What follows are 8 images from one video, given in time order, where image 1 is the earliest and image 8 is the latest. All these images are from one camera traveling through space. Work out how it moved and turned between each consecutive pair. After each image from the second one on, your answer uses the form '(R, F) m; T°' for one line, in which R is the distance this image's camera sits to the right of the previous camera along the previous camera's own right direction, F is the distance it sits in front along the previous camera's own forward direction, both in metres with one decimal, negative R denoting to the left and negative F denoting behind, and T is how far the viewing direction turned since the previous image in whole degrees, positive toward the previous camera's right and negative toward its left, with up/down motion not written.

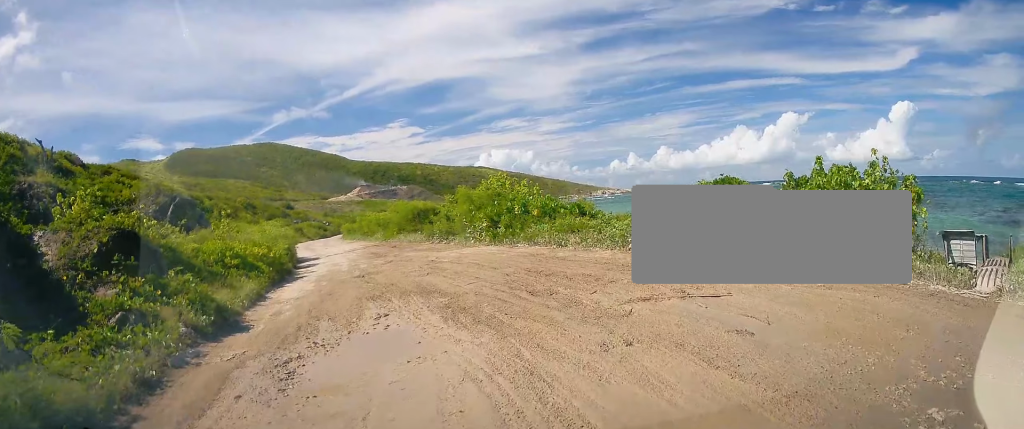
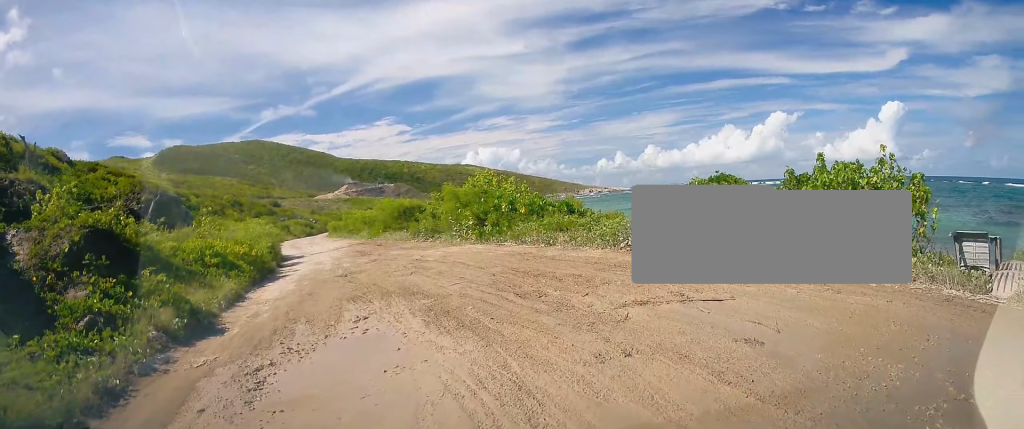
(+0.2, +0.5) m; 0°
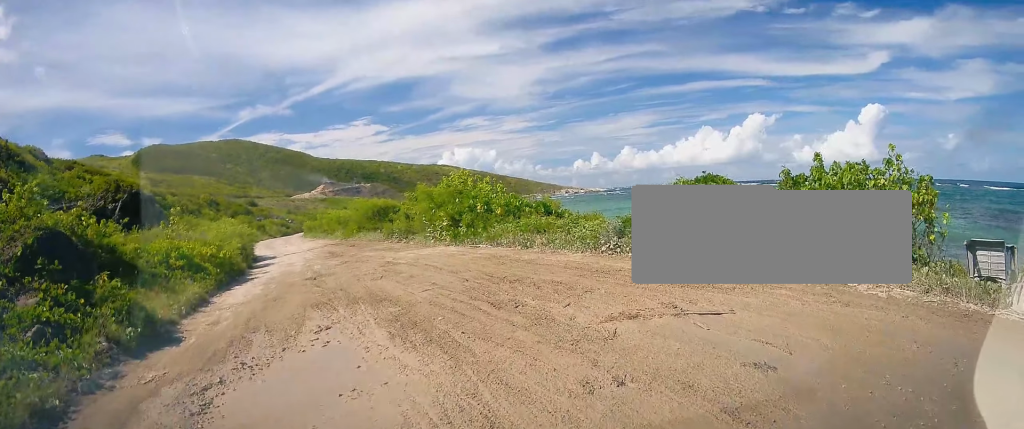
(+0.2, +0.7) m; 0°
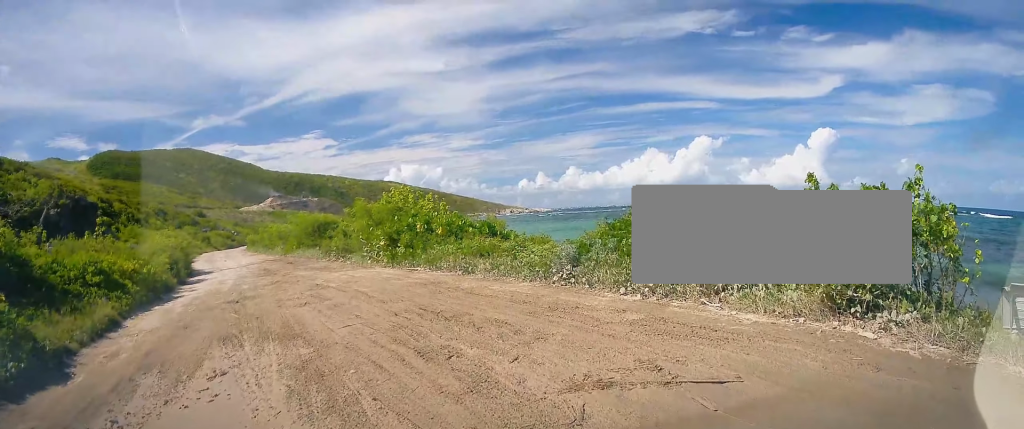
(+0.4, +1.5) m; 0°
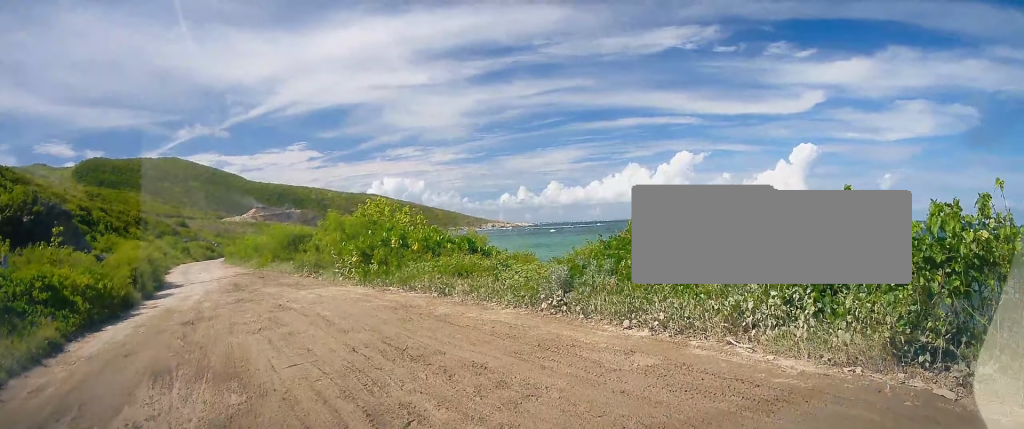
(-0.1, +1.5) m; +1°
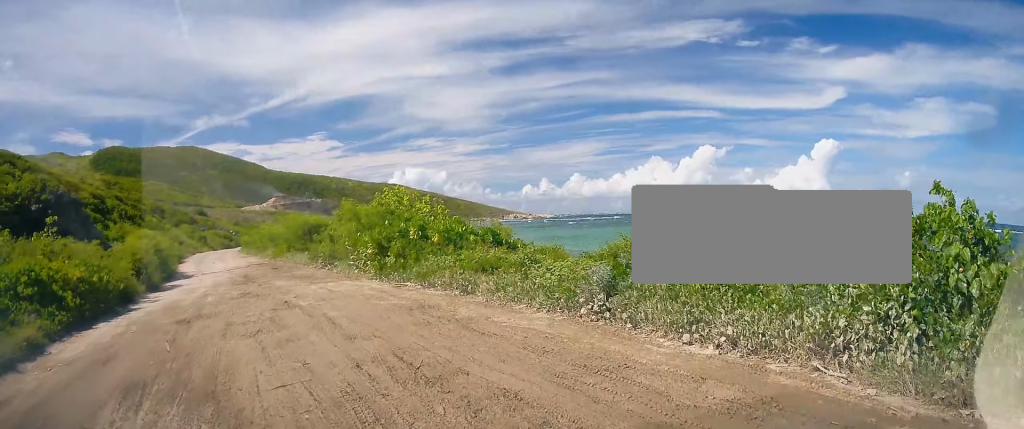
(0.0, +1.2) m; +4°
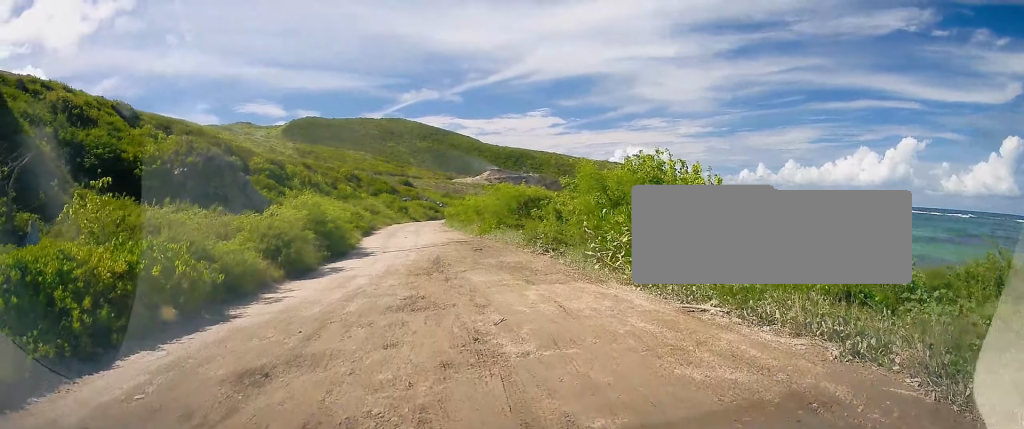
(-1.1, +6.0) m; -19°
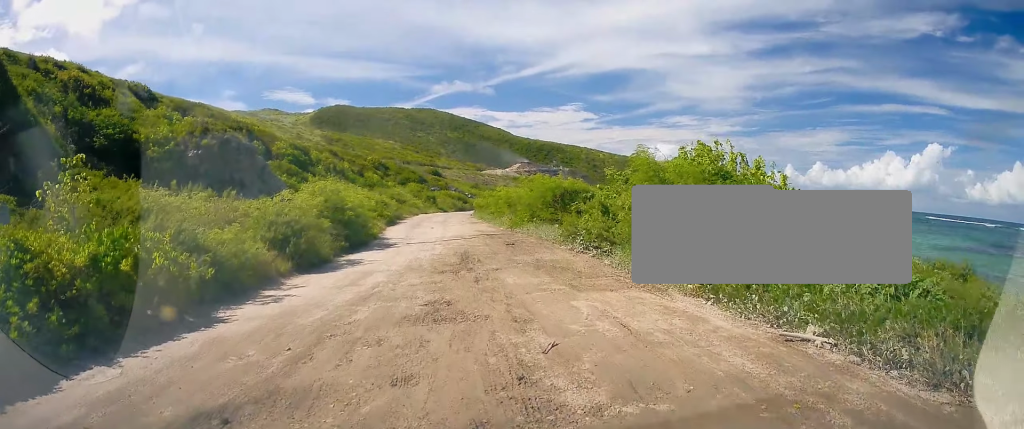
(+0.2, +1.8) m; +13°
